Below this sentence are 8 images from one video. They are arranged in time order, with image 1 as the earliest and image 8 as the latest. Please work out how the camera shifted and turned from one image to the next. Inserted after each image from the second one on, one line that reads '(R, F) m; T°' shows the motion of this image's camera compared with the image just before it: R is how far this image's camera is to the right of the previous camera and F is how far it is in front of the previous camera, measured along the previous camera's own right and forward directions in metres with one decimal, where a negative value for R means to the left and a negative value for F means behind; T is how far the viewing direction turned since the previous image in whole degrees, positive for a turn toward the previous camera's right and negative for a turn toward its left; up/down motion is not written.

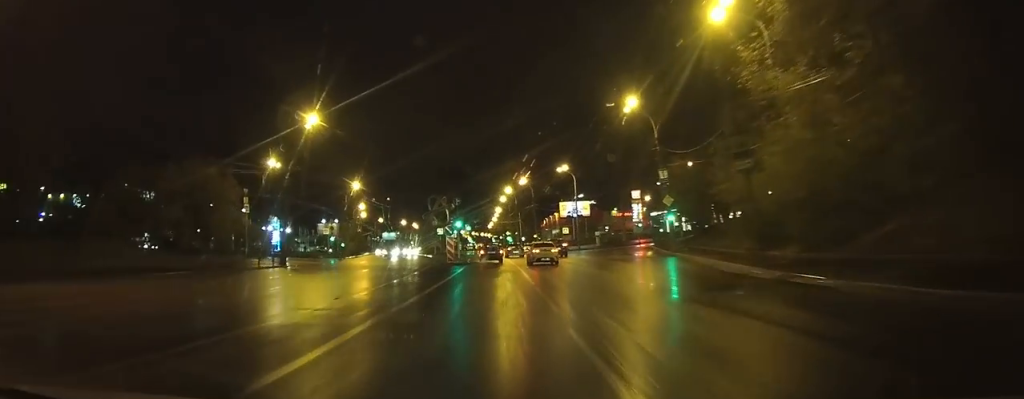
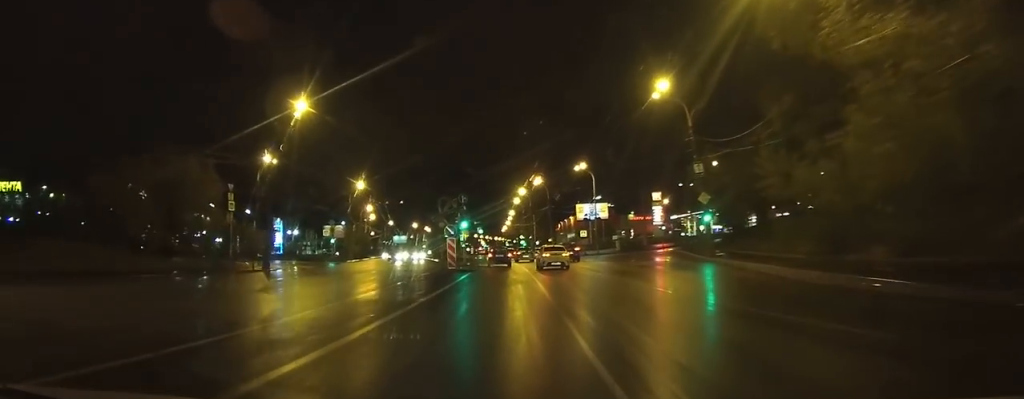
(-0.3, +6.6) m; -1°
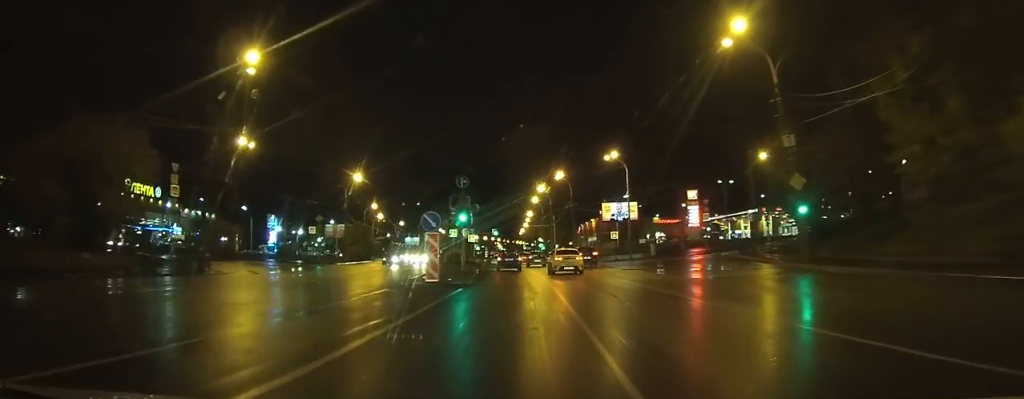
(0.0, +13.3) m; 0°
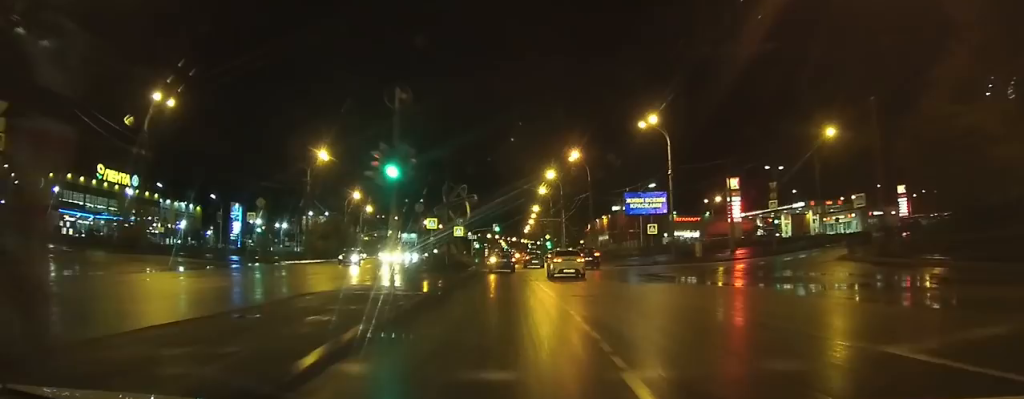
(-0.3, +19.4) m; -2°
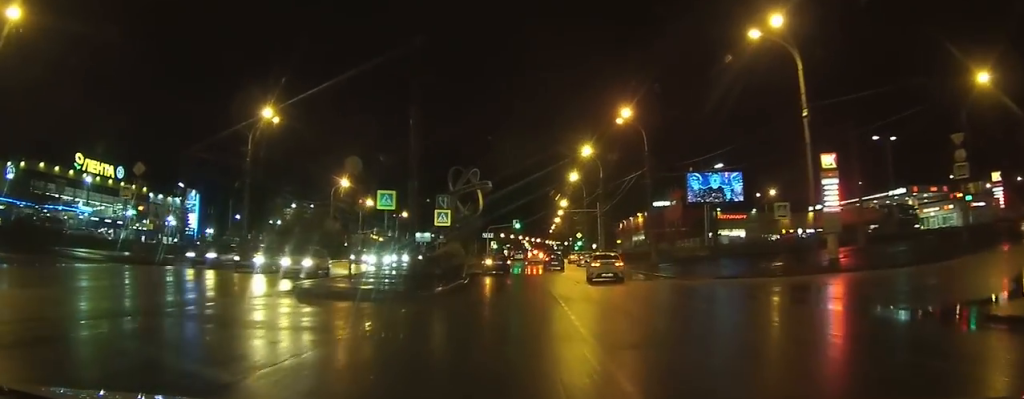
(-1.0, +24.4) m; -3°
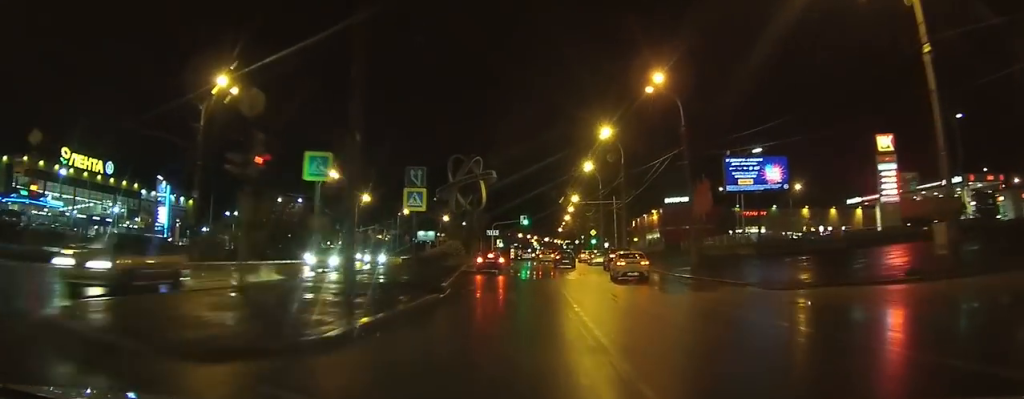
(+0.1, +10.0) m; +1°
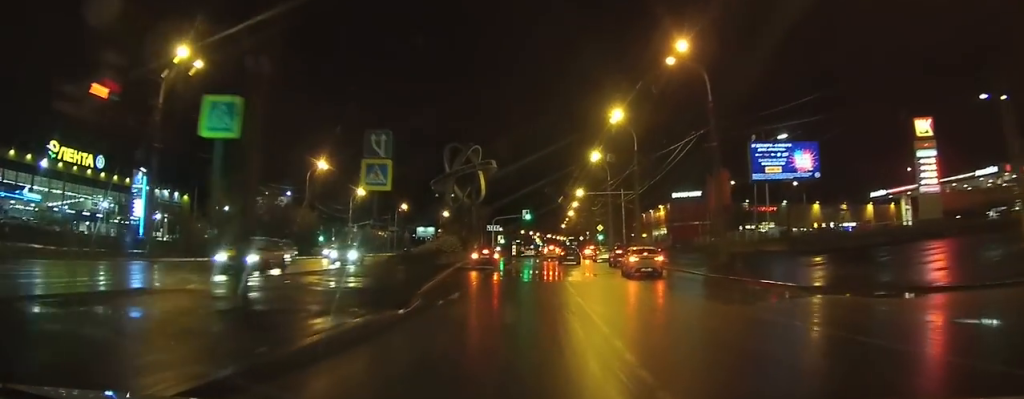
(0.0, +5.9) m; +1°
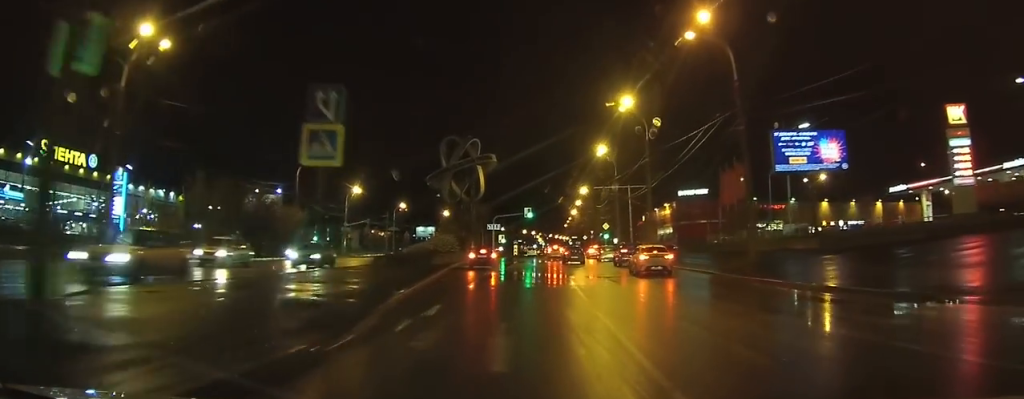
(+0.1, +4.3) m; 0°
